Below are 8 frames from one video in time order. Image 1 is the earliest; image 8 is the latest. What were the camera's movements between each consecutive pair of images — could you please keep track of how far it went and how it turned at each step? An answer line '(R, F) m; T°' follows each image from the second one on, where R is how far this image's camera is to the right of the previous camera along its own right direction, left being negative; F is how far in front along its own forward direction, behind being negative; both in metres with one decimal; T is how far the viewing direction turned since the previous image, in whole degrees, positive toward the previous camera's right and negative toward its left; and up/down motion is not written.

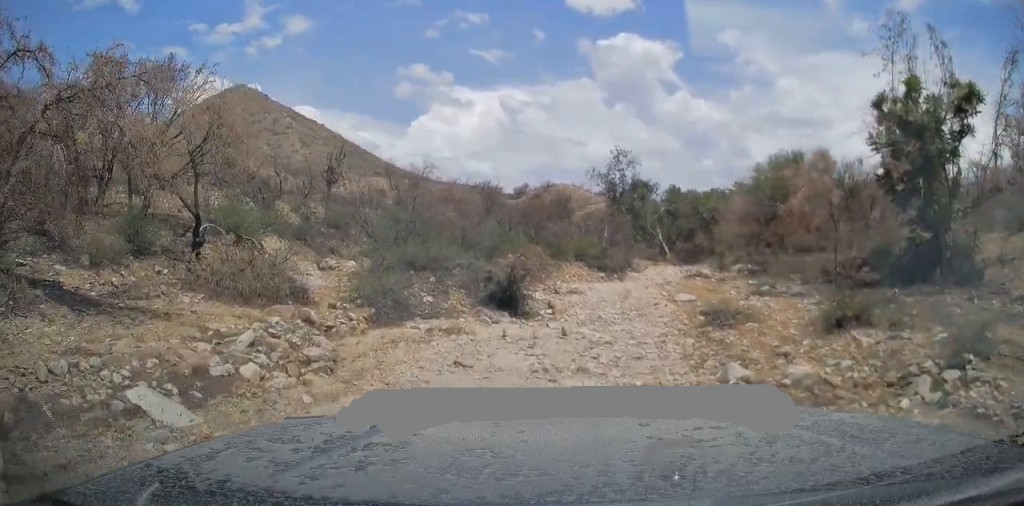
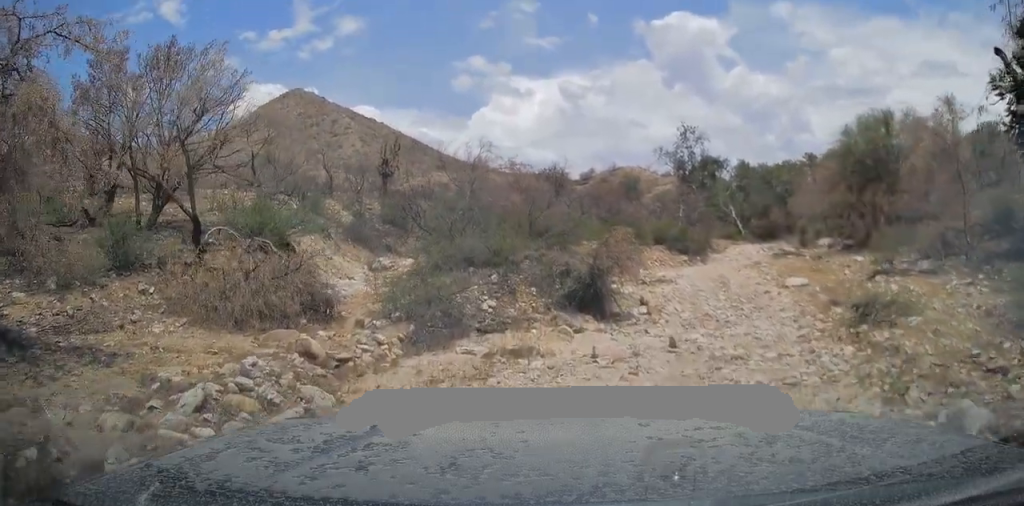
(-0.1, +3.1) m; +4°
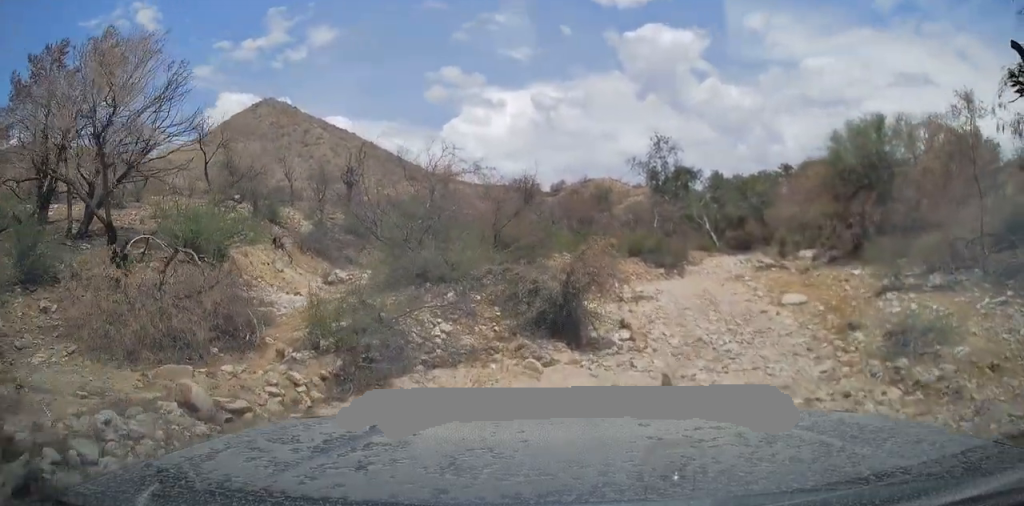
(+0.1, +1.8) m; +8°
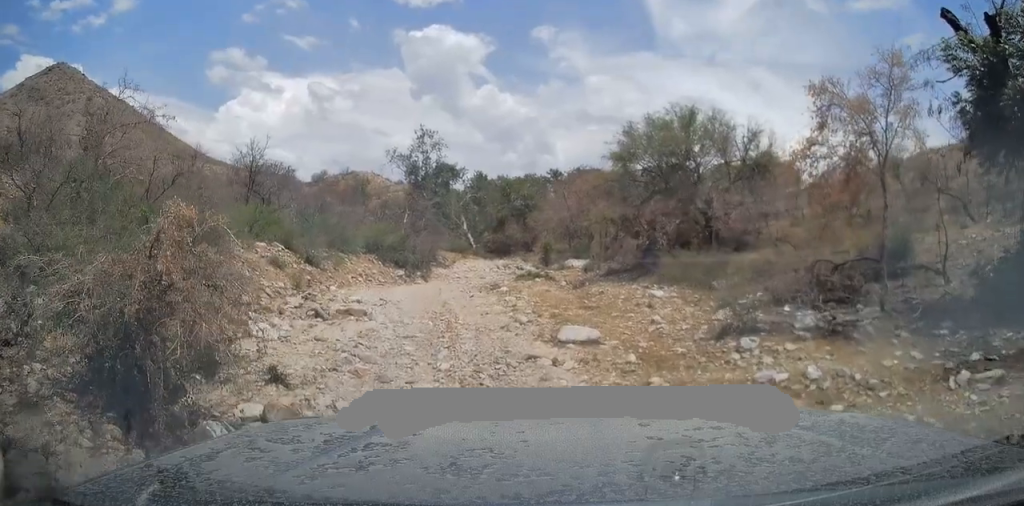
(+0.7, +5.1) m; +4°
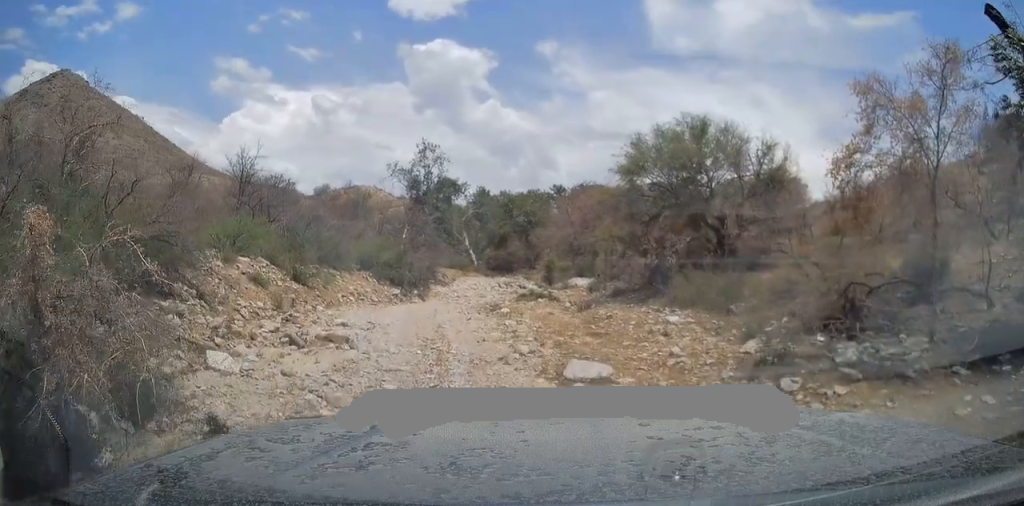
(-0.1, +1.4) m; -4°
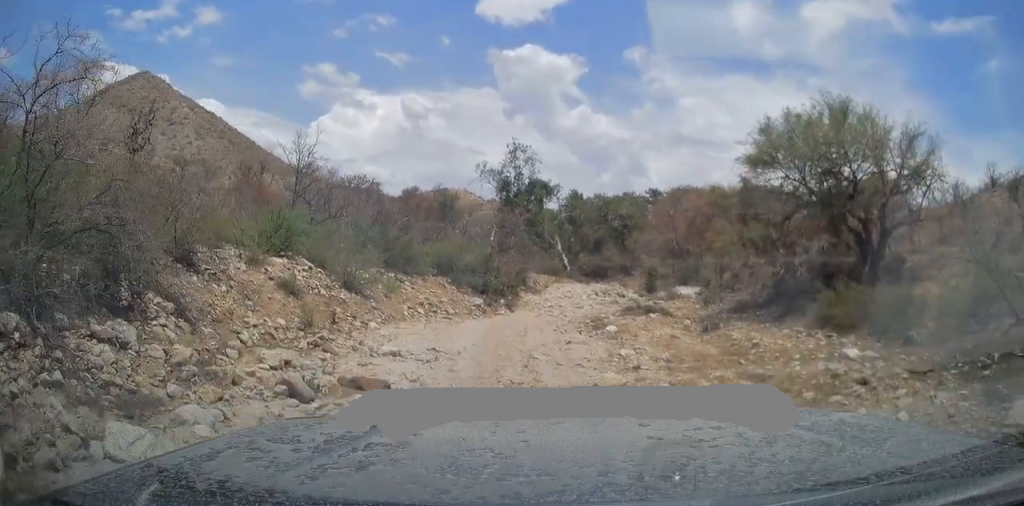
(0.0, +4.0) m; -1°
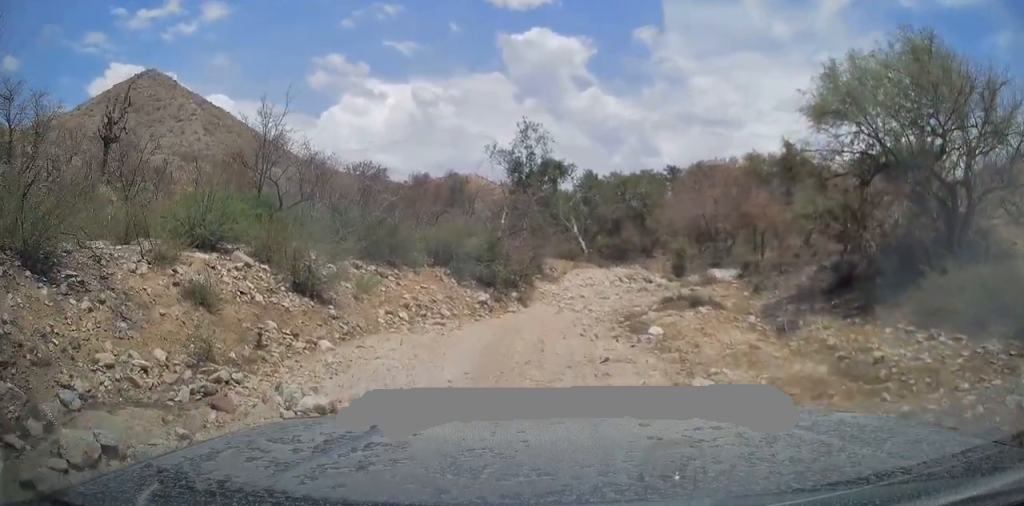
(-0.3, +4.0) m; -6°
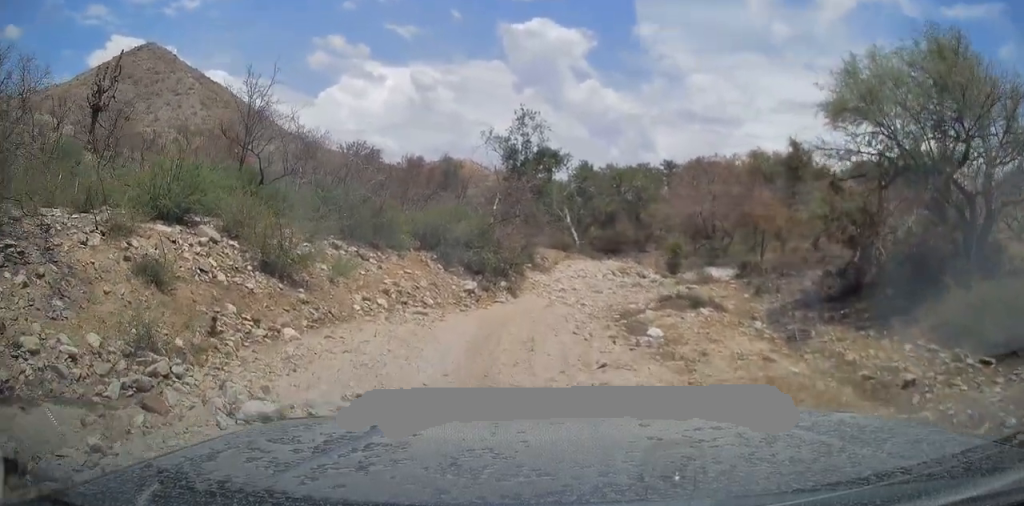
(0.0, +1.1) m; +2°
